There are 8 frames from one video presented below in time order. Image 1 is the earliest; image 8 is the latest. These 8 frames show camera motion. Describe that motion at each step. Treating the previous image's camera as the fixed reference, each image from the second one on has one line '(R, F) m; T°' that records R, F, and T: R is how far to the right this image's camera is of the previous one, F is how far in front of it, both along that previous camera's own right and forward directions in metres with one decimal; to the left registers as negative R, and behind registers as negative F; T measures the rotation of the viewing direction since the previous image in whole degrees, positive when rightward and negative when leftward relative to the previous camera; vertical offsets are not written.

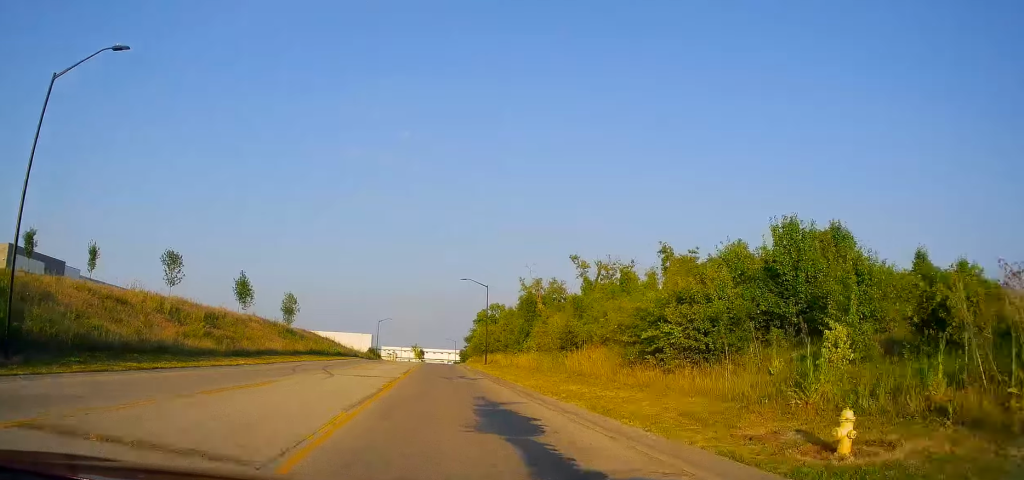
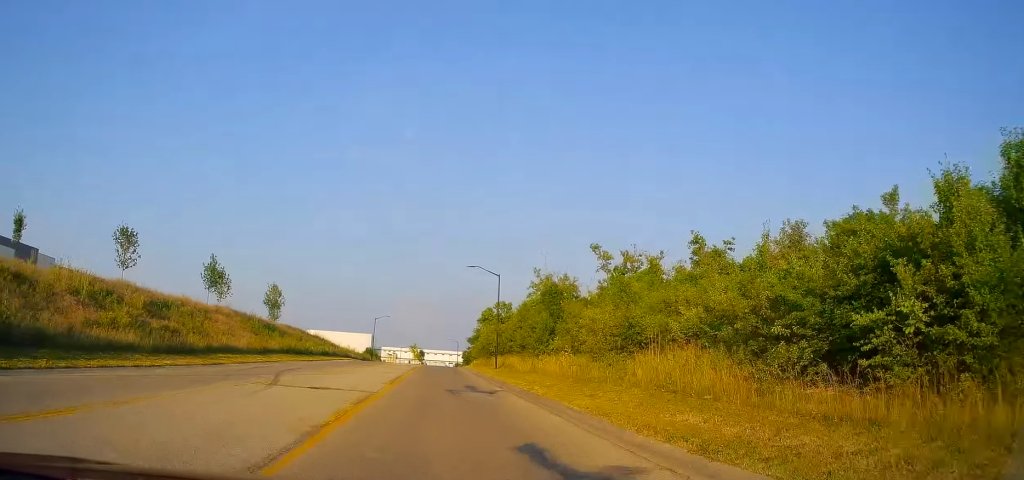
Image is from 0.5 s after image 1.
(0.0, +10.8) m; 0°
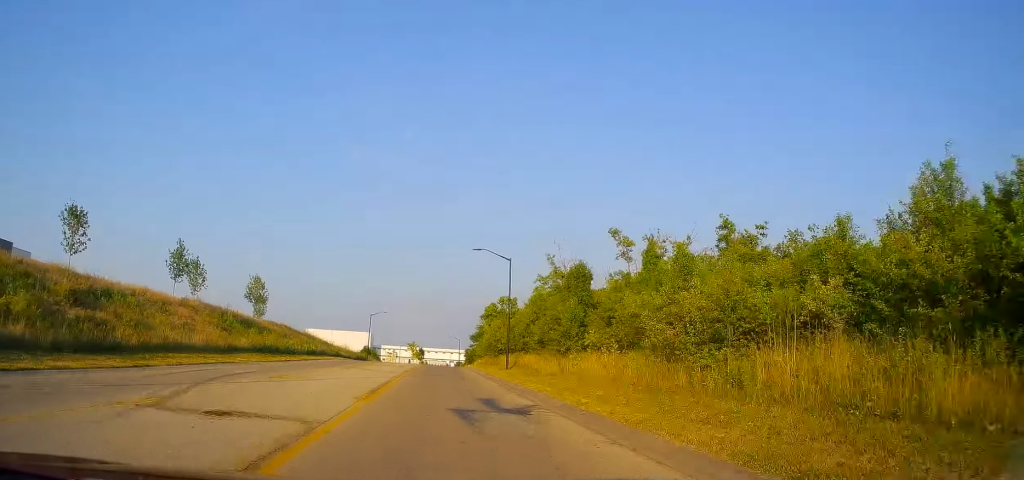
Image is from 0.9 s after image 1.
(0.0, +8.7) m; 0°
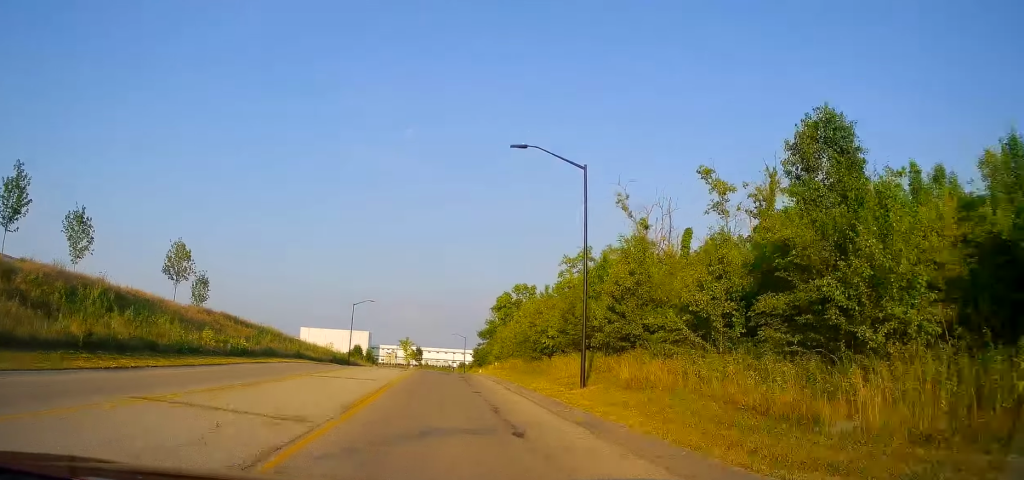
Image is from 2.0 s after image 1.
(0.0, +25.0) m; 0°
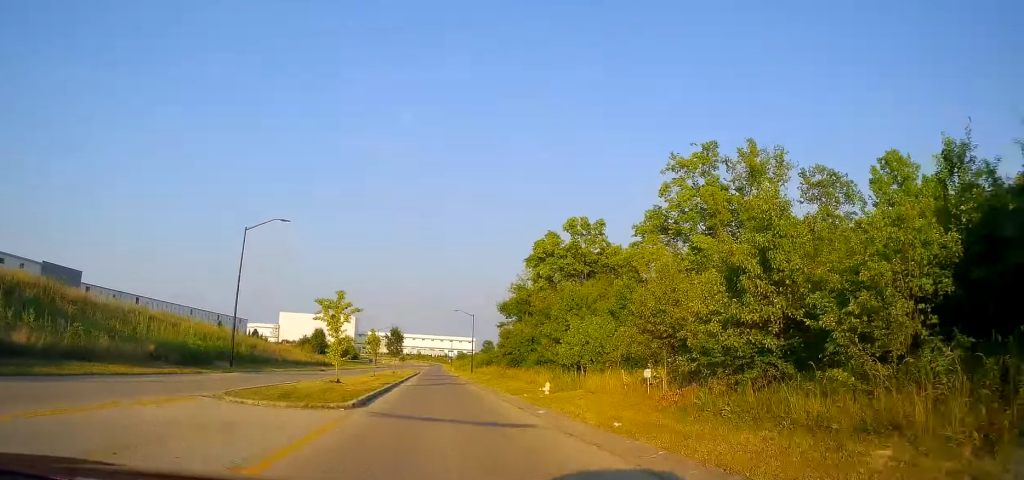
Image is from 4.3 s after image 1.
(+0.5, +49.7) m; +1°
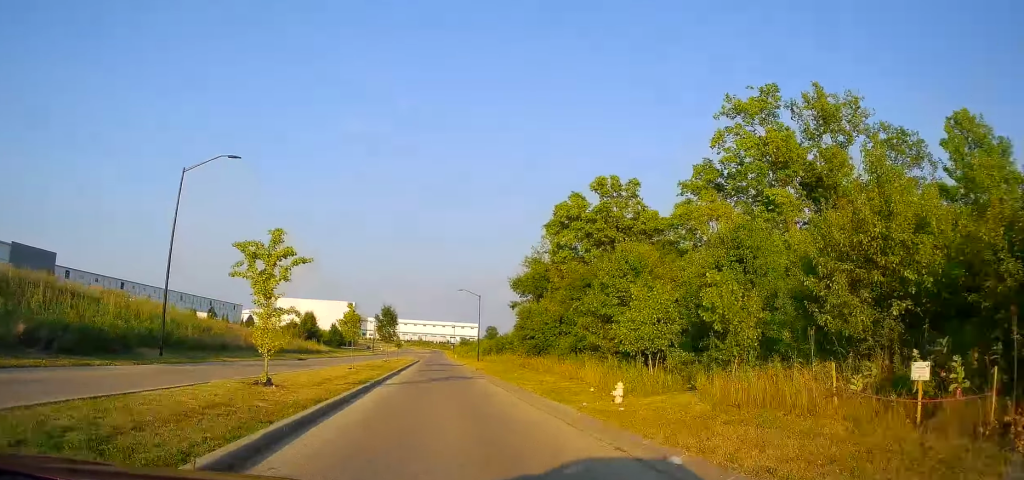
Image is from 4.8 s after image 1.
(+0.3, +11.0) m; 0°
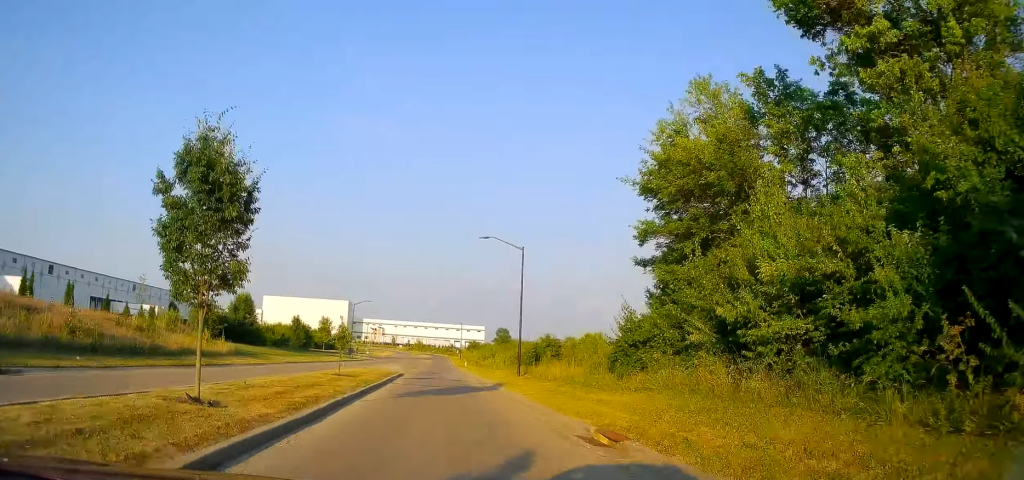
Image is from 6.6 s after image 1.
(-0.9, +39.2) m; 0°
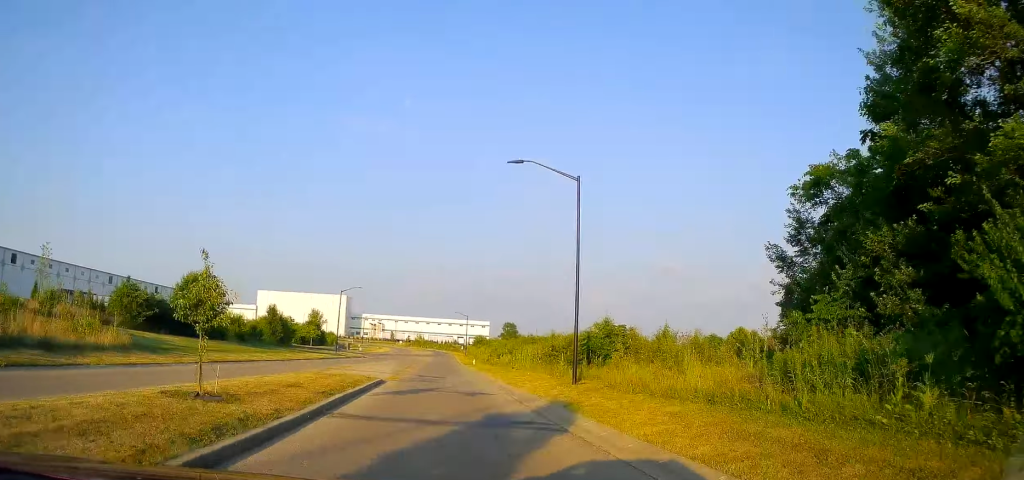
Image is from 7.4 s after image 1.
(+0.3, +16.0) m; +1°
